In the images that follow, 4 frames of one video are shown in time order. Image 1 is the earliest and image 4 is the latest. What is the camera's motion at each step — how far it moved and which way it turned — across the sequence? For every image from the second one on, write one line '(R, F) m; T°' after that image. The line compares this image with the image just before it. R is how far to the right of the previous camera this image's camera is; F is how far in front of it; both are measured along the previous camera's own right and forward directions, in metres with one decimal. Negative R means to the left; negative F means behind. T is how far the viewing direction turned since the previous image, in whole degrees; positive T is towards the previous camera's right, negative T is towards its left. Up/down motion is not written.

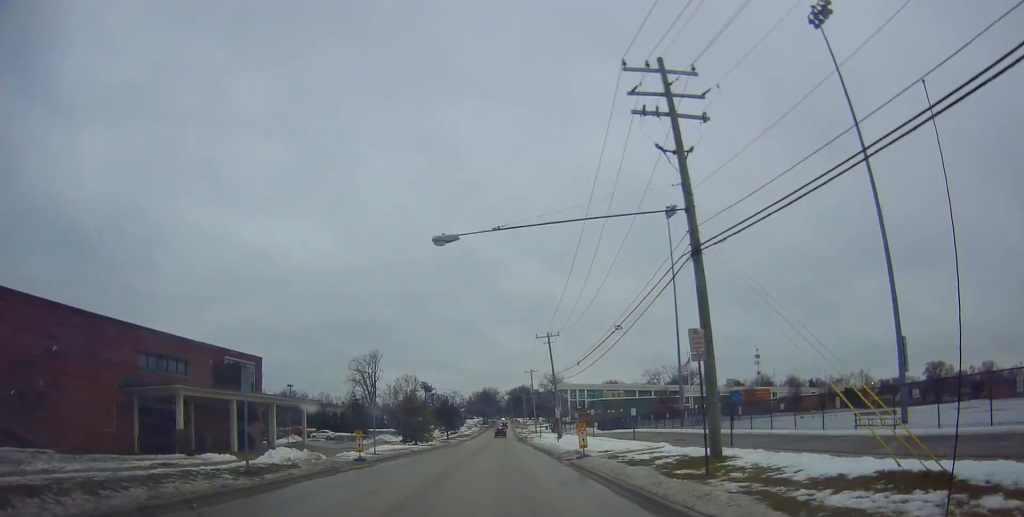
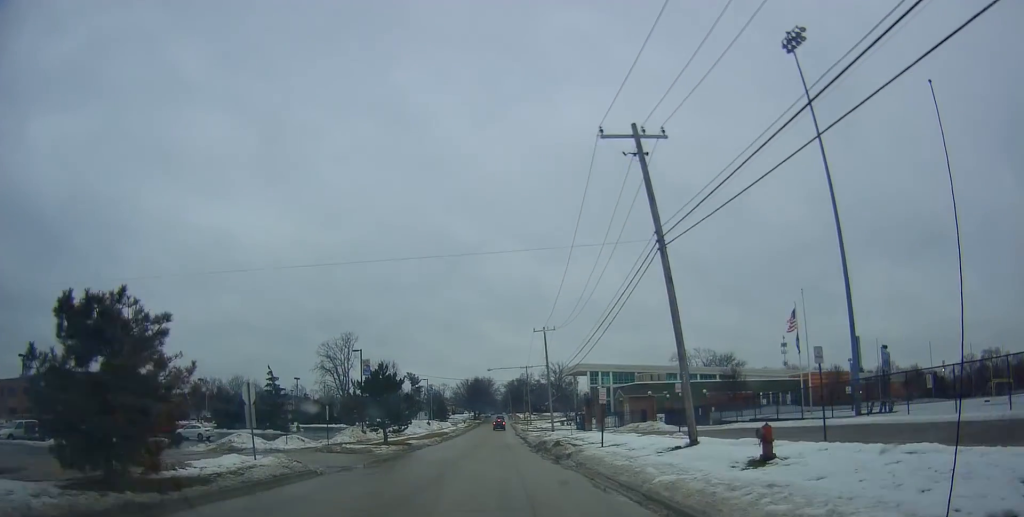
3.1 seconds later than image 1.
(+2.5, +39.5) m; +4°
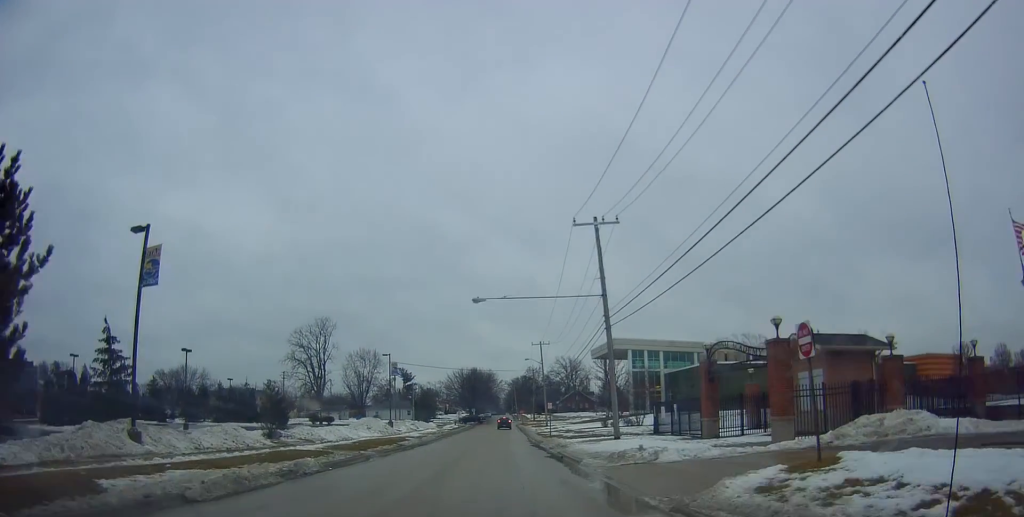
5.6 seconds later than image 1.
(-1.2, +35.4) m; +1°
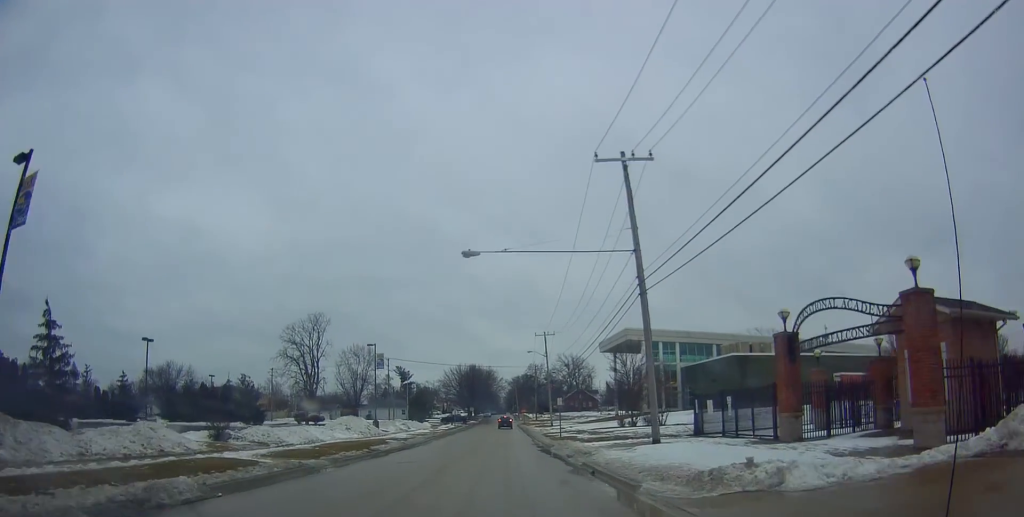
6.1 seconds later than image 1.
(+0.3, +8.0) m; +1°
